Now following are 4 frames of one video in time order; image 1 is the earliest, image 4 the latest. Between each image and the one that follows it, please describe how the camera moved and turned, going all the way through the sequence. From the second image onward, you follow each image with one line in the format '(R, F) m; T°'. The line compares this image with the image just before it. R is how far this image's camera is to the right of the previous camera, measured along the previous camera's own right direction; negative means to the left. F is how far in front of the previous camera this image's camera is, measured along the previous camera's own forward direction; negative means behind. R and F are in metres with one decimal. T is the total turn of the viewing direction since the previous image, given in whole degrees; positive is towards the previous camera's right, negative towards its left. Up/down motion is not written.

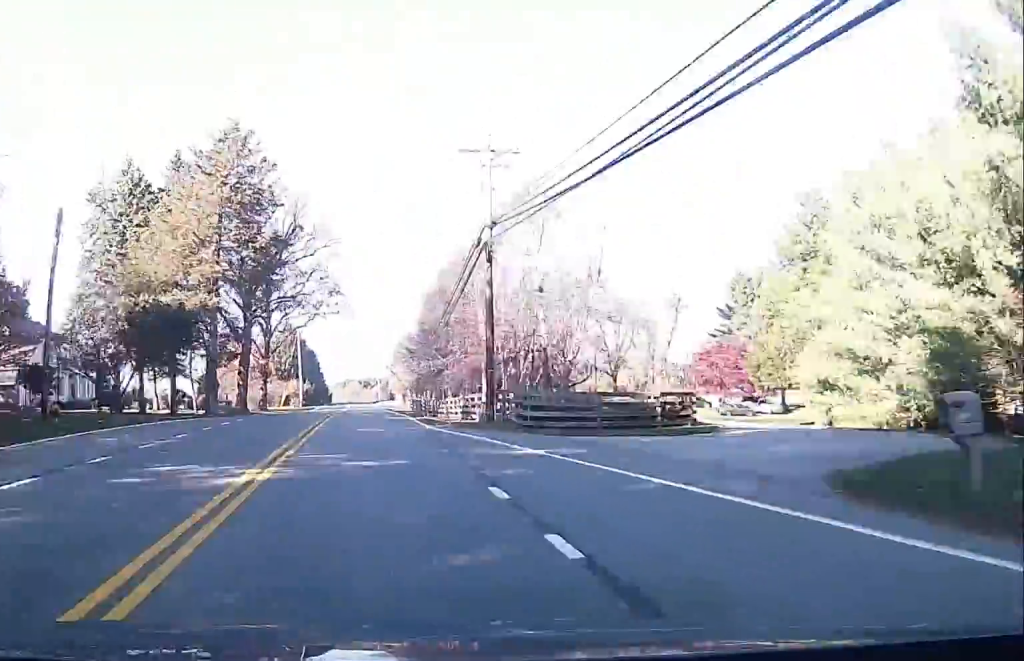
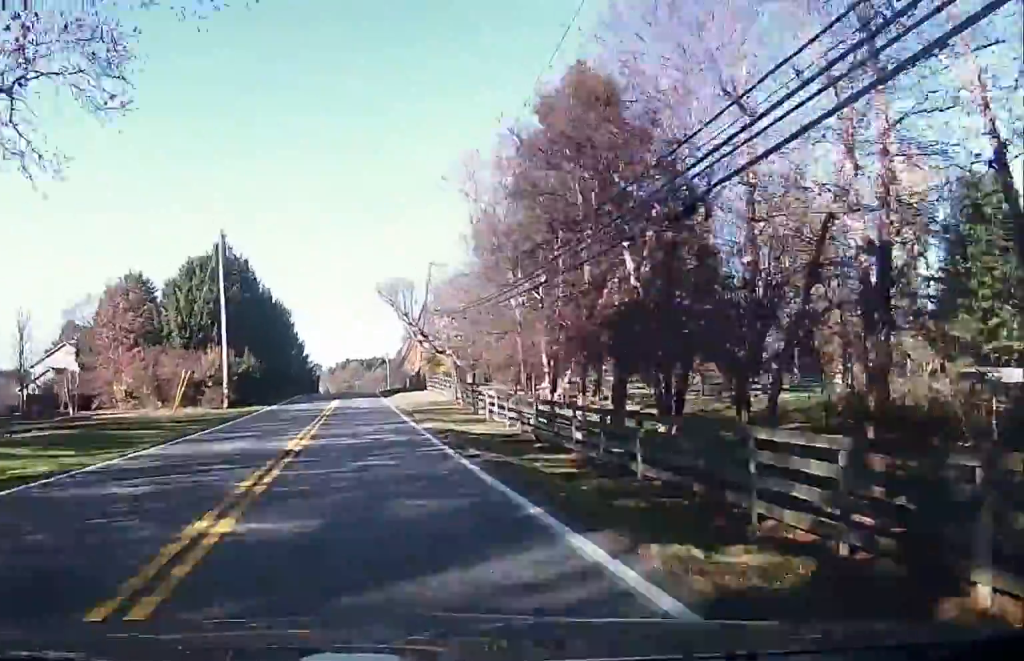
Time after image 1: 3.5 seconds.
(0.0, +64.8) m; 0°
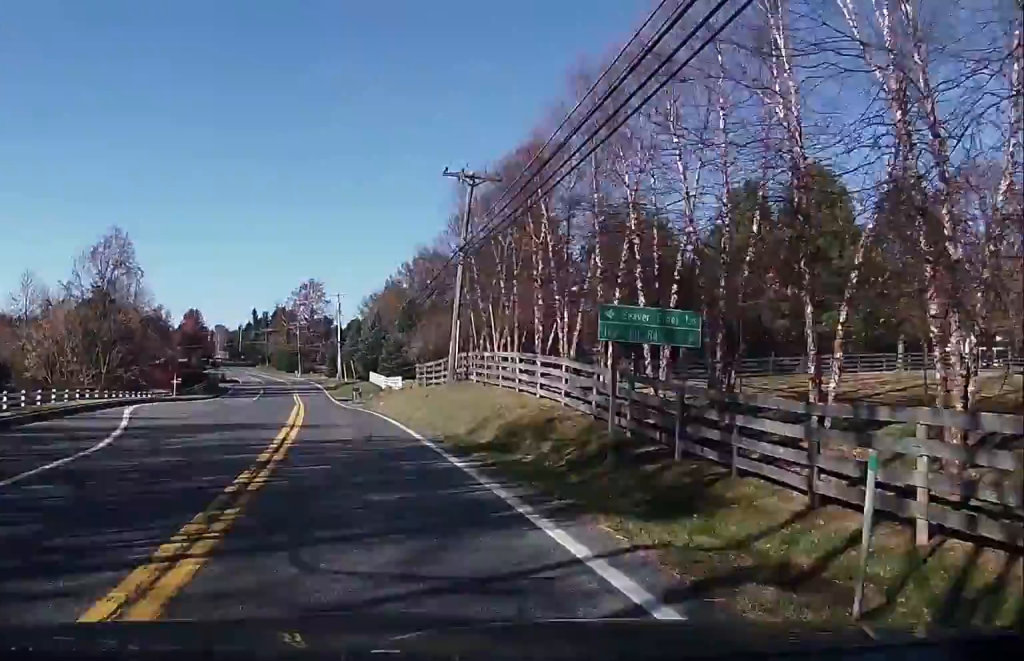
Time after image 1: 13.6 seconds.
(-5.6, +195.3) m; -7°
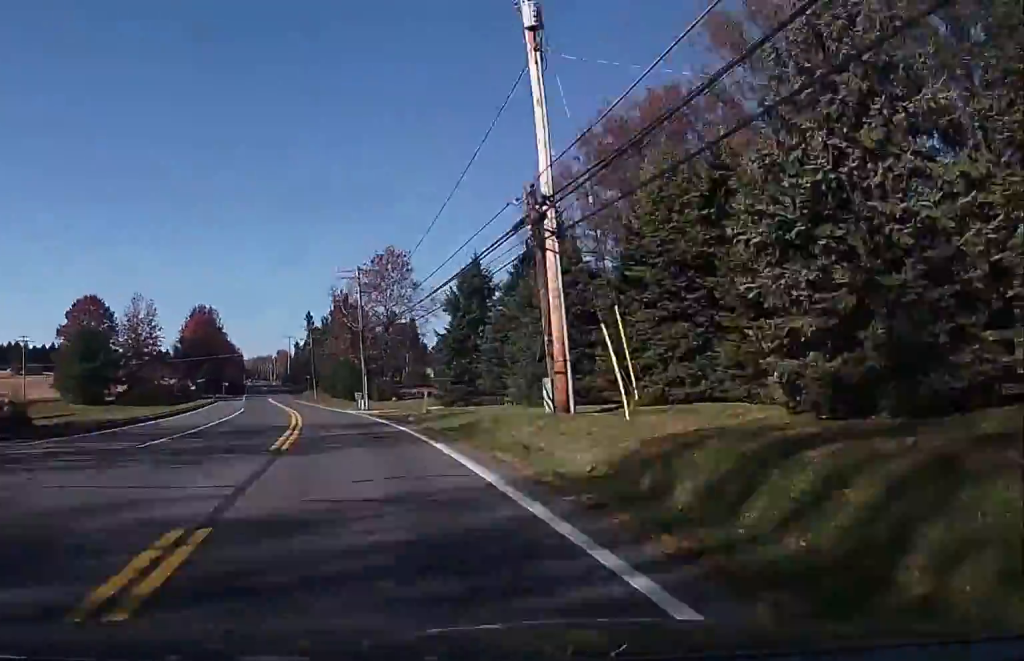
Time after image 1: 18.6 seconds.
(-5.9, +96.6) m; -7°
